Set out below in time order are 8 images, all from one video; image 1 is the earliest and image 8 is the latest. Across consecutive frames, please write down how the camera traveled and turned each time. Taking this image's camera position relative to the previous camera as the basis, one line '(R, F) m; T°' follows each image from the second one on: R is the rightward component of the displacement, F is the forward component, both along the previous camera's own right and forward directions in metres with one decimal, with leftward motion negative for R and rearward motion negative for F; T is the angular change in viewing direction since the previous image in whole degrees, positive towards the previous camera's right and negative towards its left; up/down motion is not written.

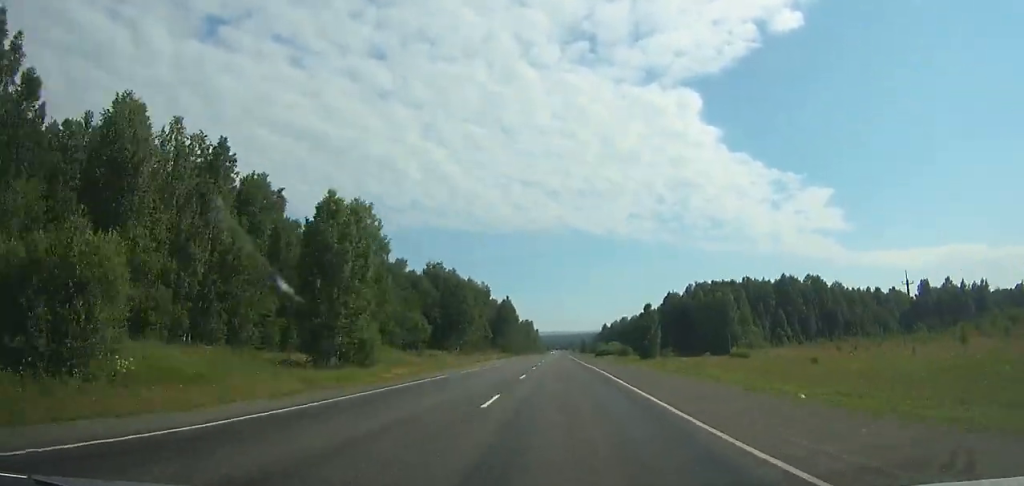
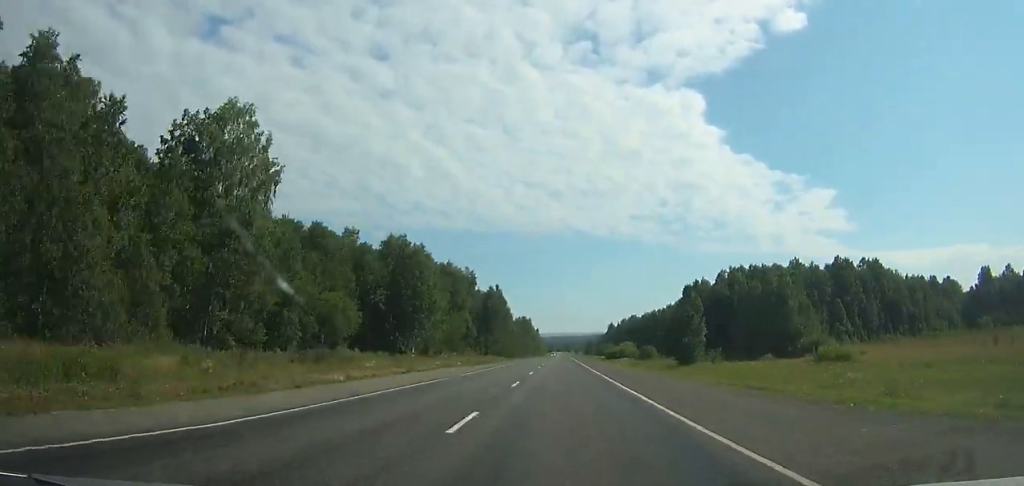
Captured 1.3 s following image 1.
(0.0, +40.0) m; 0°
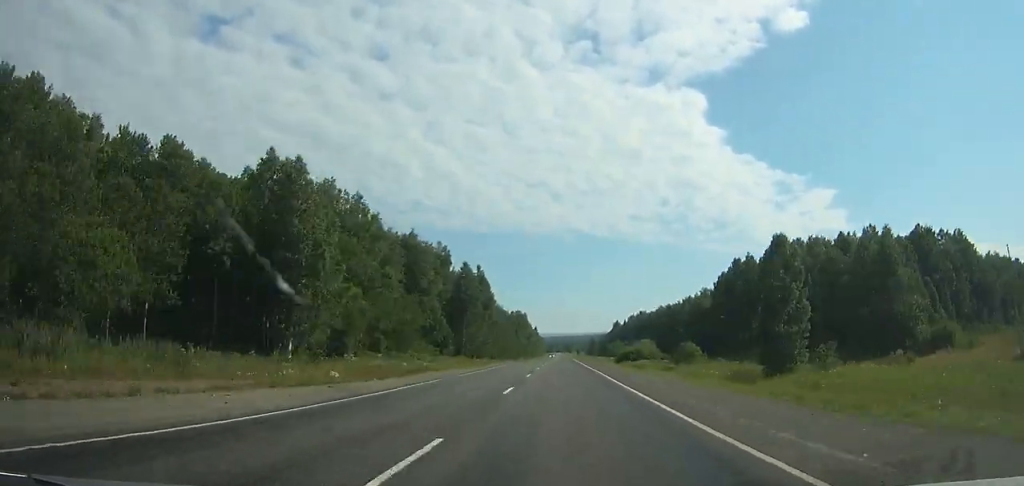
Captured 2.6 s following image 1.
(0.0, +40.2) m; 0°
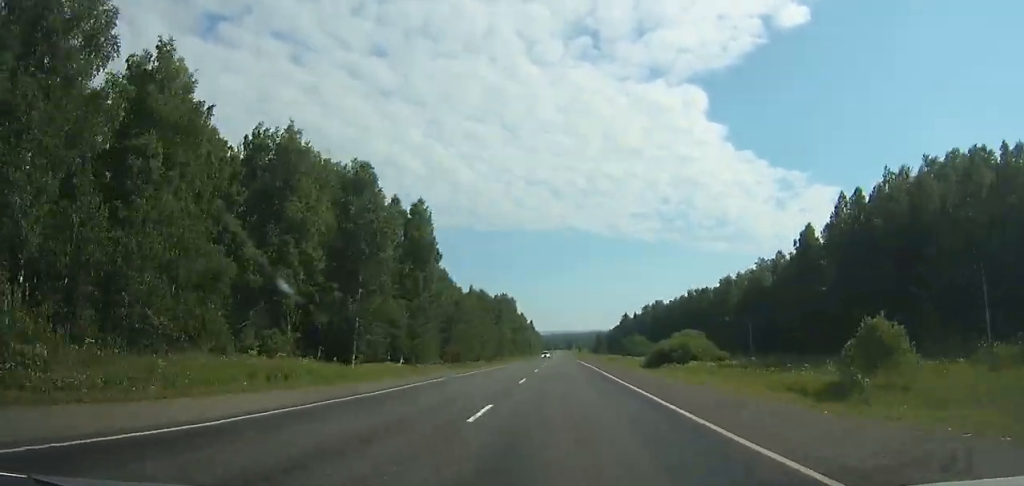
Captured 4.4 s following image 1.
(0.0, +55.7) m; 0°
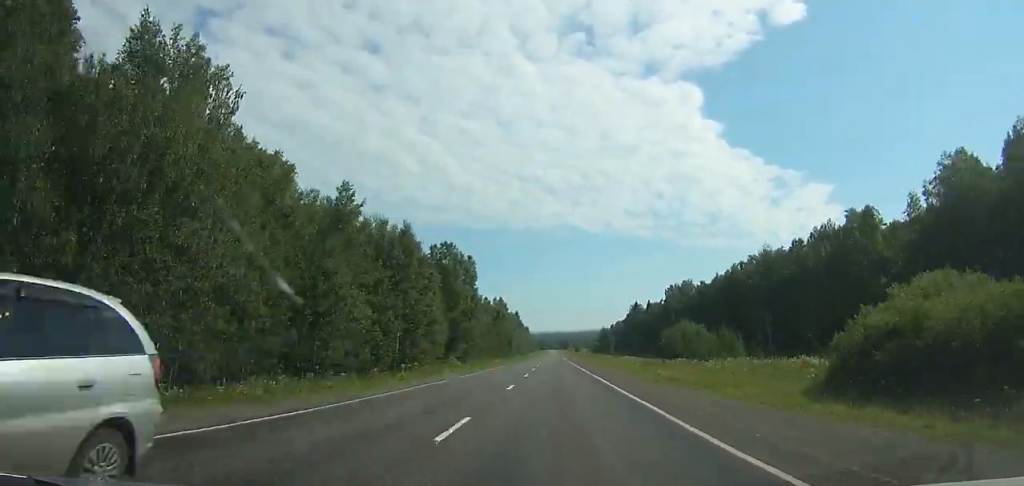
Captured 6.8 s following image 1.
(-0.1, +74.7) m; 0°
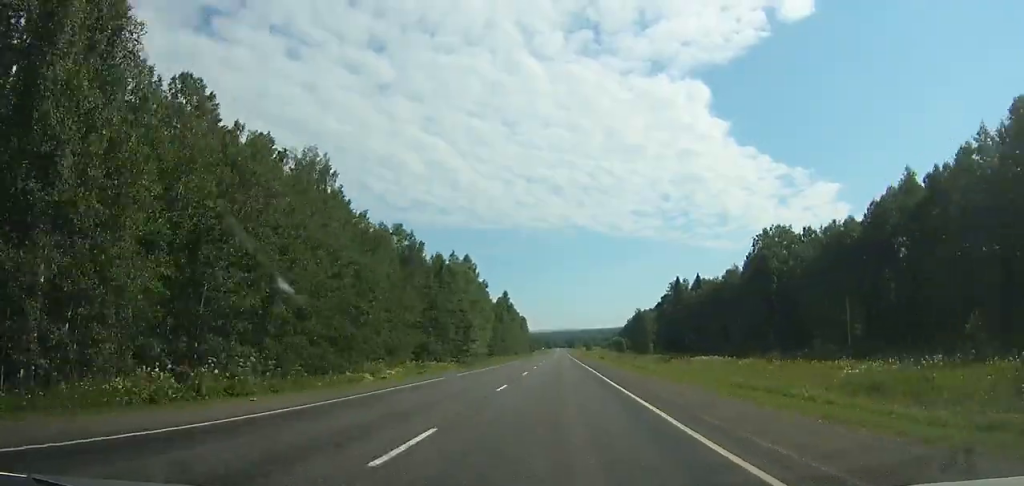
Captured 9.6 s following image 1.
(+0.1, +87.4) m; 0°
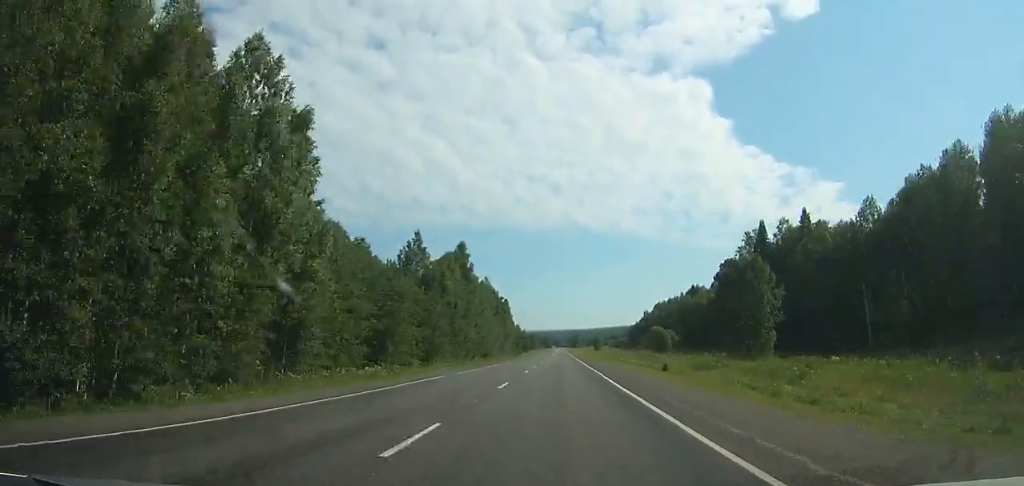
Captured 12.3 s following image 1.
(0.0, +84.4) m; 0°
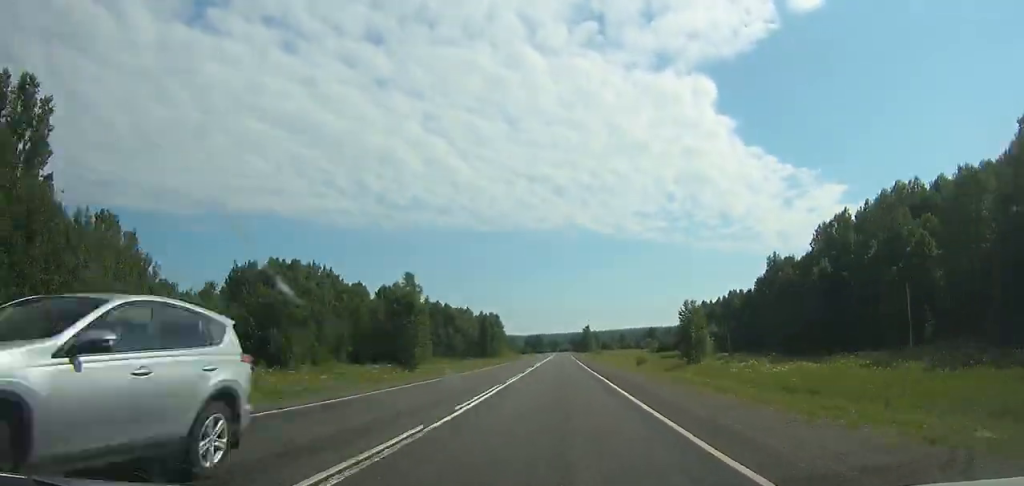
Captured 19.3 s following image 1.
(-0.1, +215.8) m; 0°
